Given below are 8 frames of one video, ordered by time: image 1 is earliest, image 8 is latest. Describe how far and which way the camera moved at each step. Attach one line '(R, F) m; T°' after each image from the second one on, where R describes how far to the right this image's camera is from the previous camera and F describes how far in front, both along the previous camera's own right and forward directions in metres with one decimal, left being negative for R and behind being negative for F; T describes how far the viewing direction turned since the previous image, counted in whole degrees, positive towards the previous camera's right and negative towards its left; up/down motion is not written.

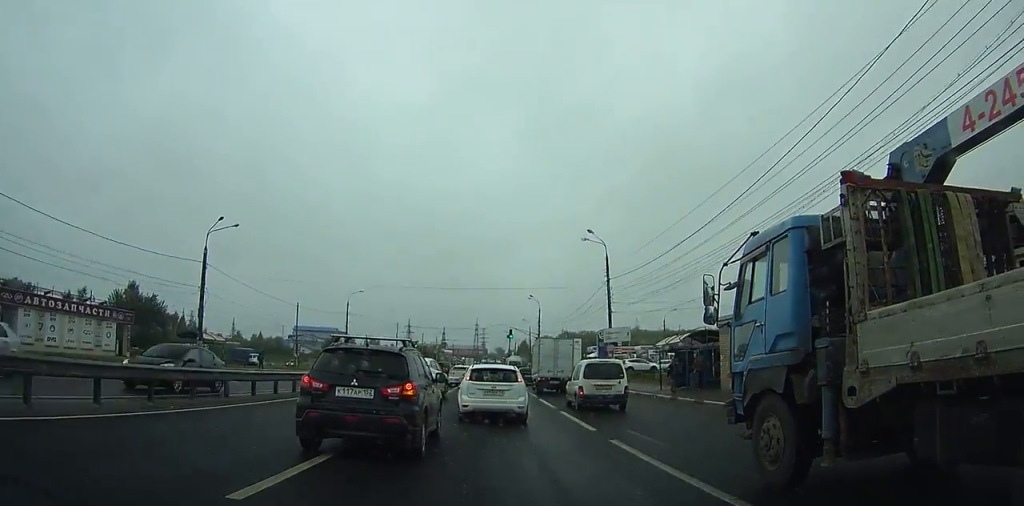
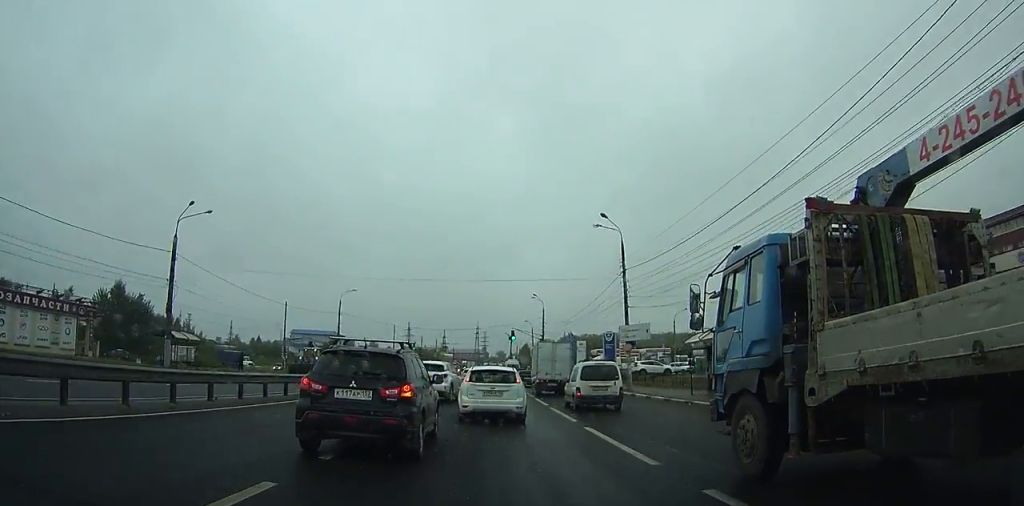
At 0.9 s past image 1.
(+0.1, +4.4) m; -1°
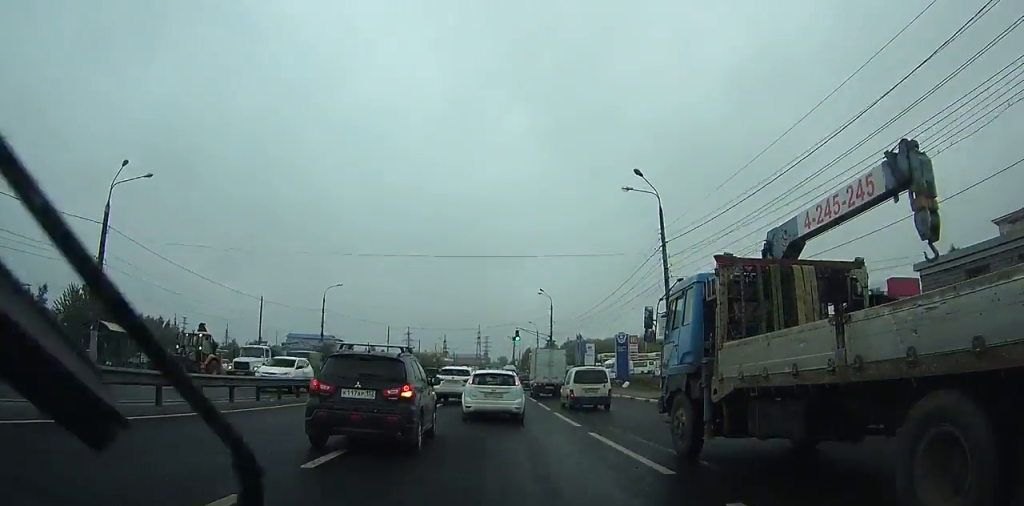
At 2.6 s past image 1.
(-0.3, +9.1) m; -1°
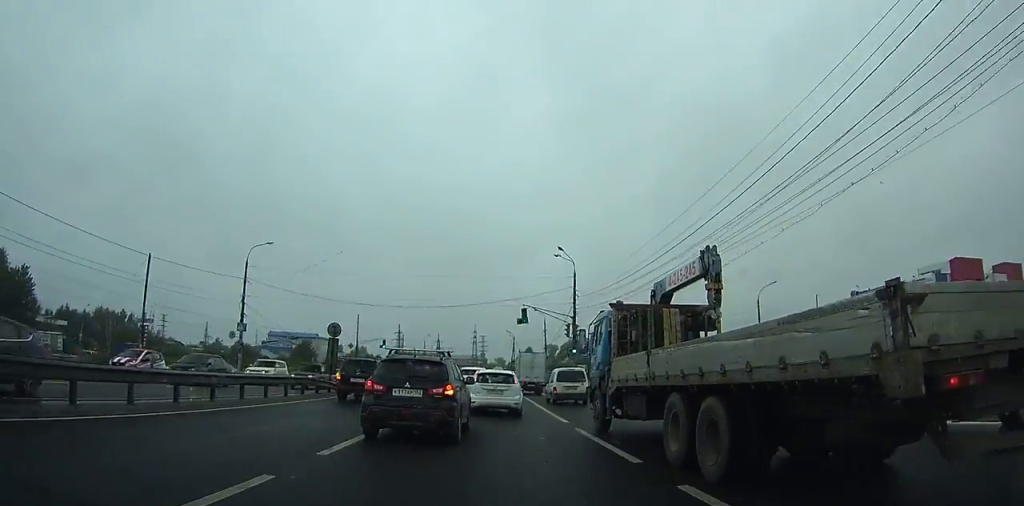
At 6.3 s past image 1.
(-0.1, +22.9) m; 0°
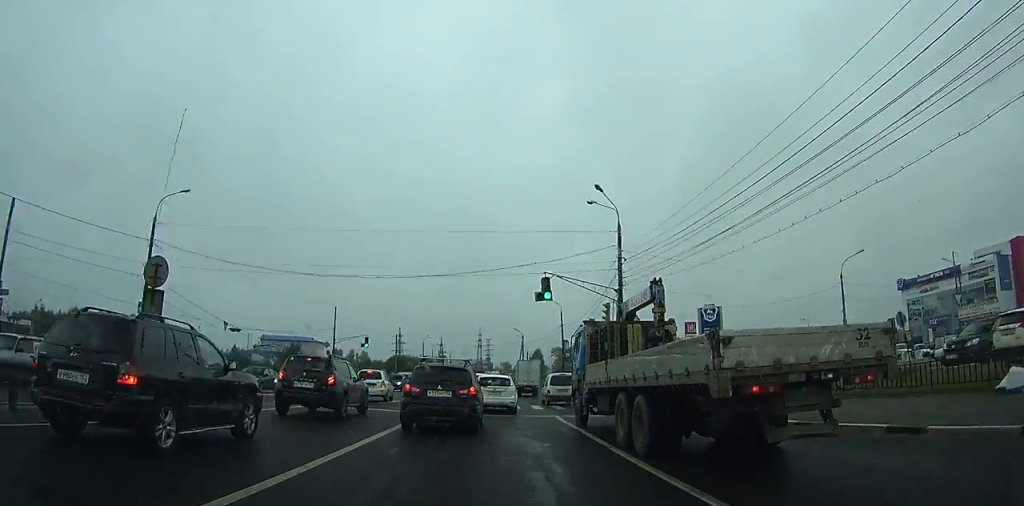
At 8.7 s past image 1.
(+0.3, +16.3) m; +1°
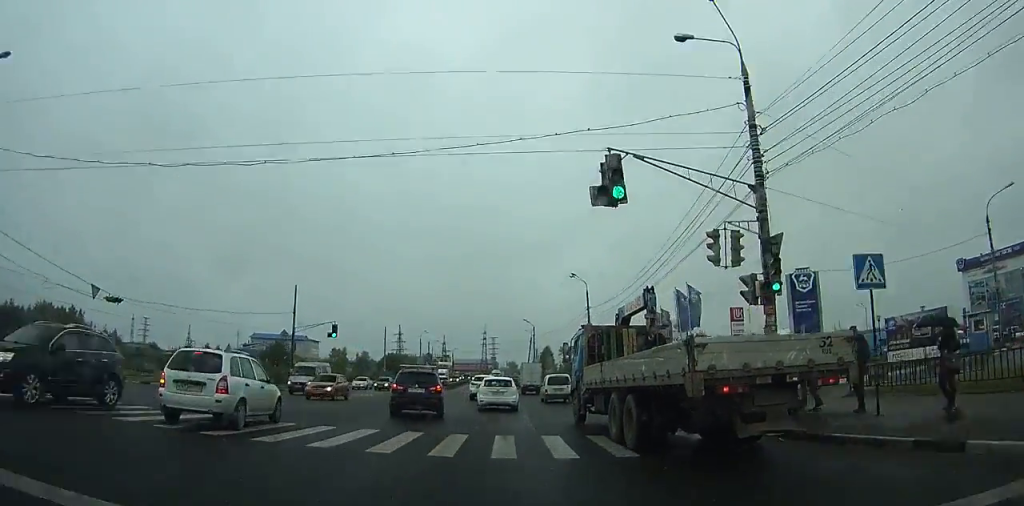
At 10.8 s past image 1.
(0.0, +16.9) m; -1°
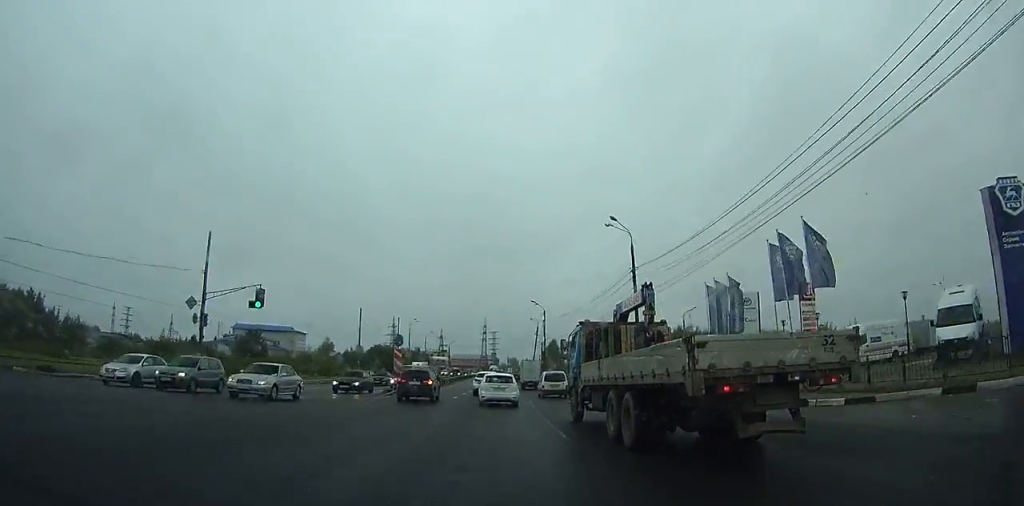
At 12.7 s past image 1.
(-0.2, +16.4) m; 0°
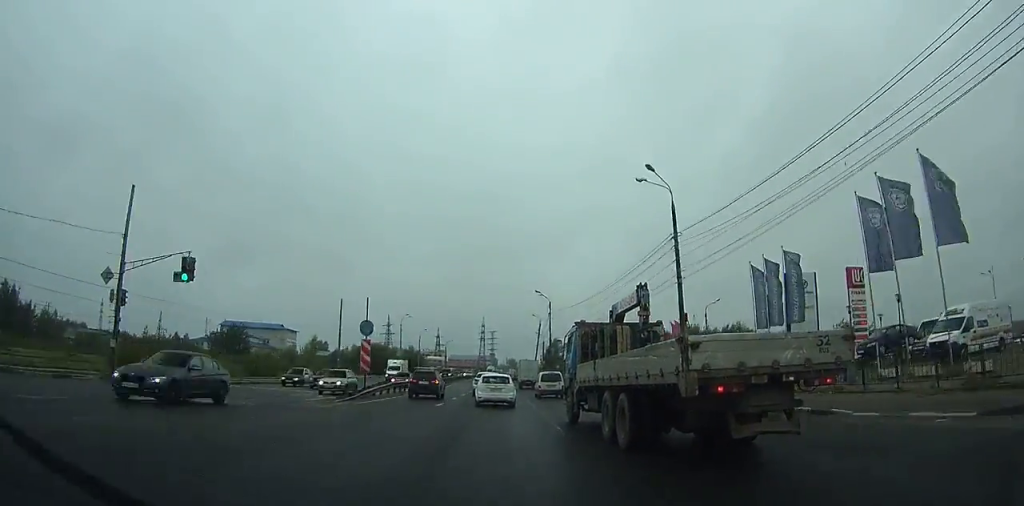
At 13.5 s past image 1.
(0.0, +8.0) m; 0°
